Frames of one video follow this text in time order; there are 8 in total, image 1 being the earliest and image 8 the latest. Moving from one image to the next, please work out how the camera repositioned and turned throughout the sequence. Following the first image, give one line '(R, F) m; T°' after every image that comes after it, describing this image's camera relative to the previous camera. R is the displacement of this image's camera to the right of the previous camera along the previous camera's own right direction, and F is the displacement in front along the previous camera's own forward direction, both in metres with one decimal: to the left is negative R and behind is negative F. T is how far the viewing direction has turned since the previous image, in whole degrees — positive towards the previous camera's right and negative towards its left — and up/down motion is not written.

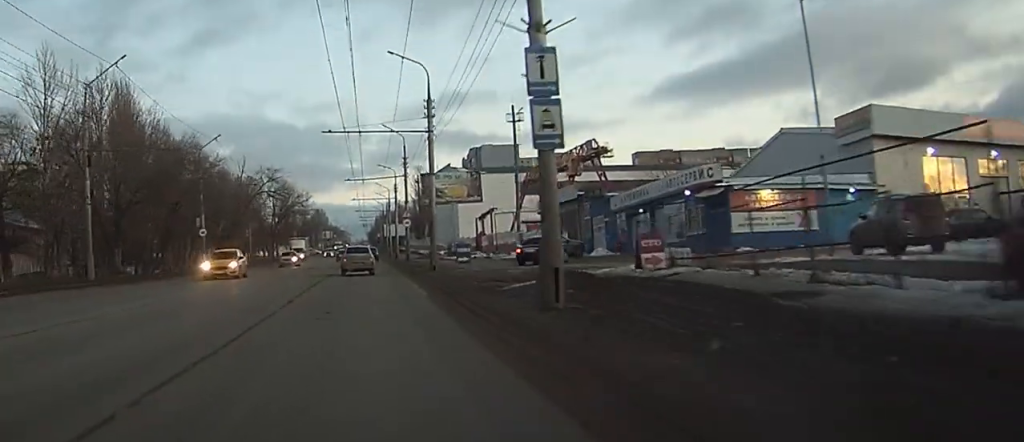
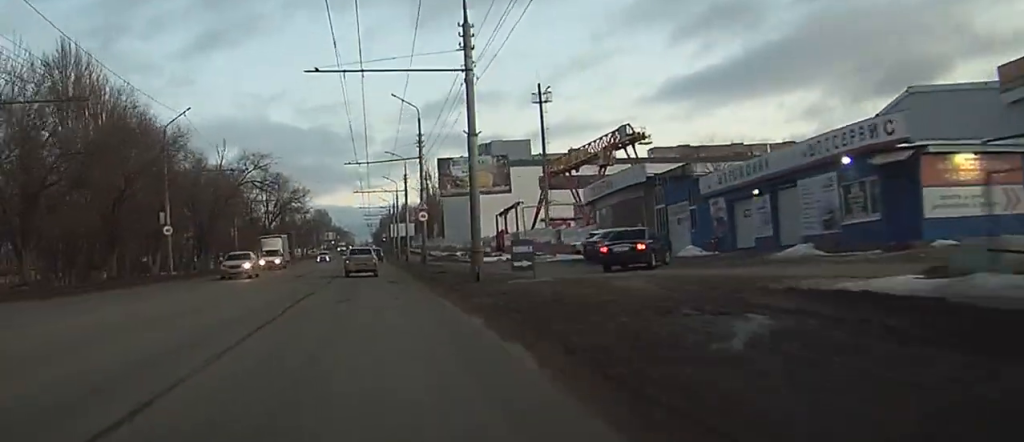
(-0.1, +15.7) m; -1°
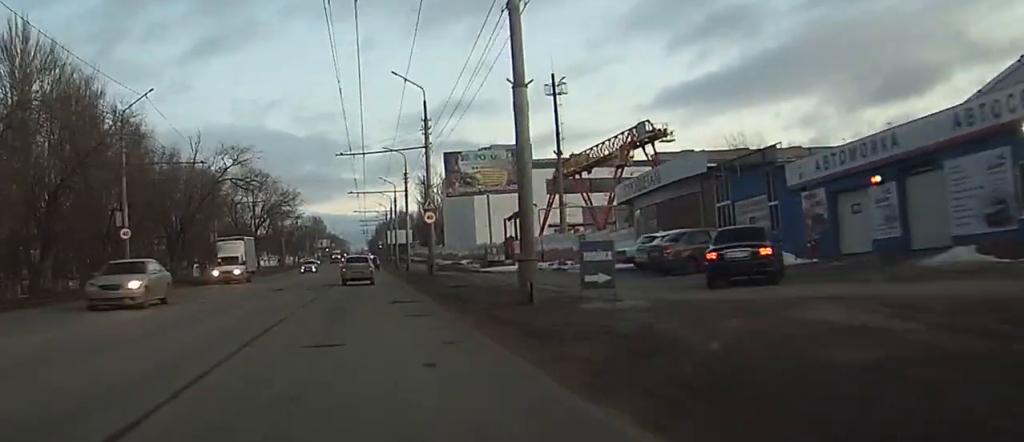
(0.0, +10.0) m; -1°
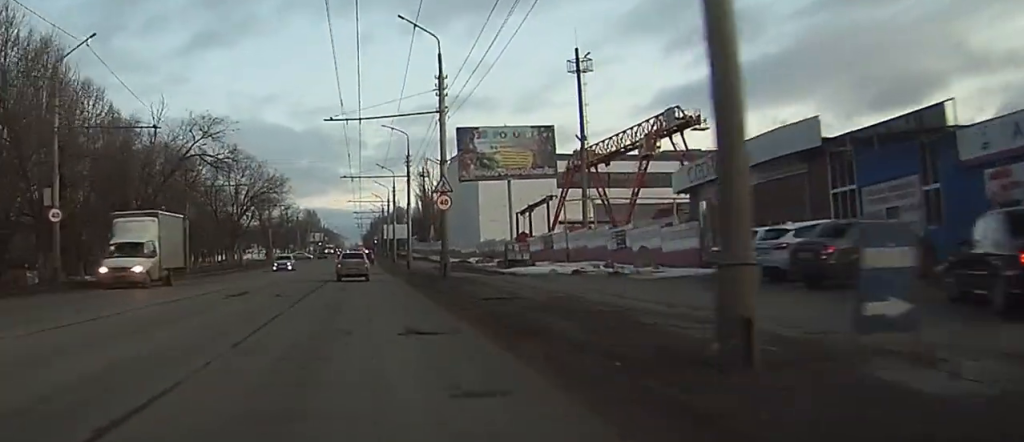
(-0.1, +11.3) m; 0°
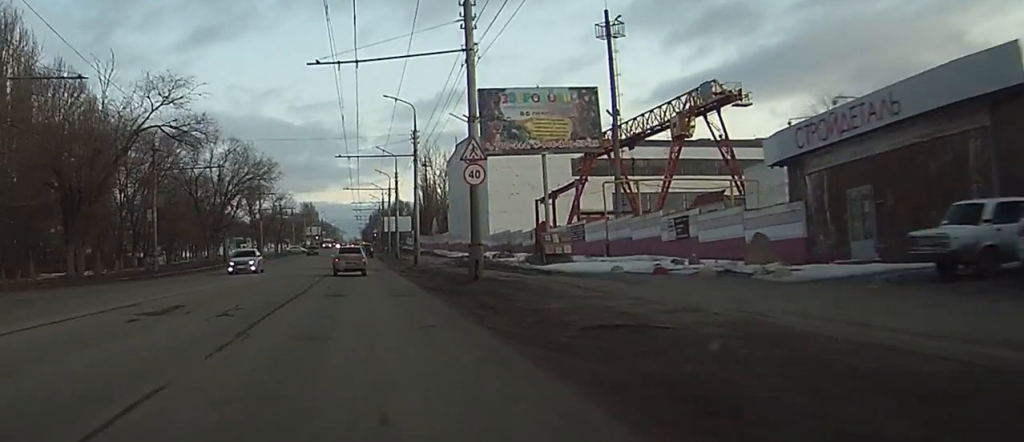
(0.0, +10.7) m; 0°
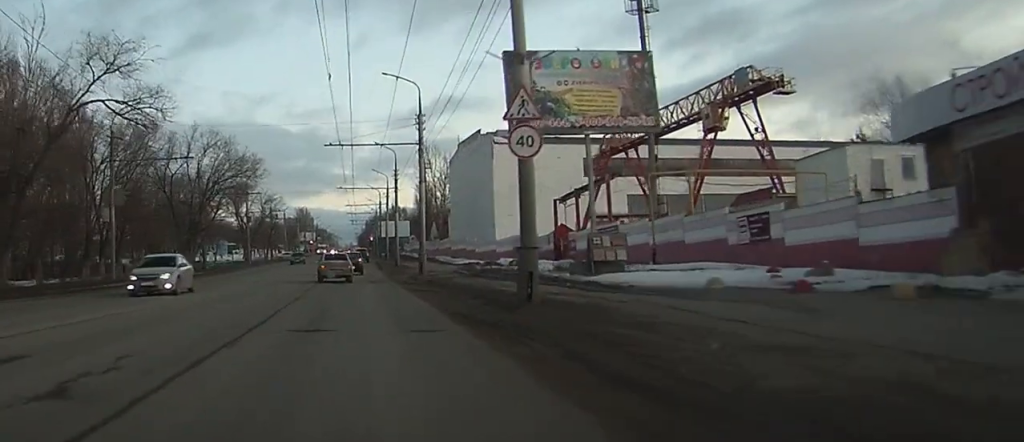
(0.0, +9.3) m; 0°
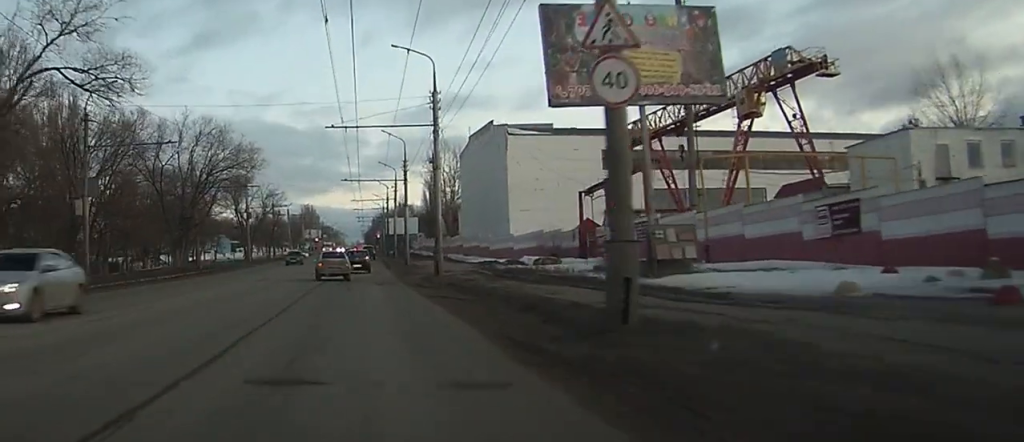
(0.0, +6.2) m; 0°
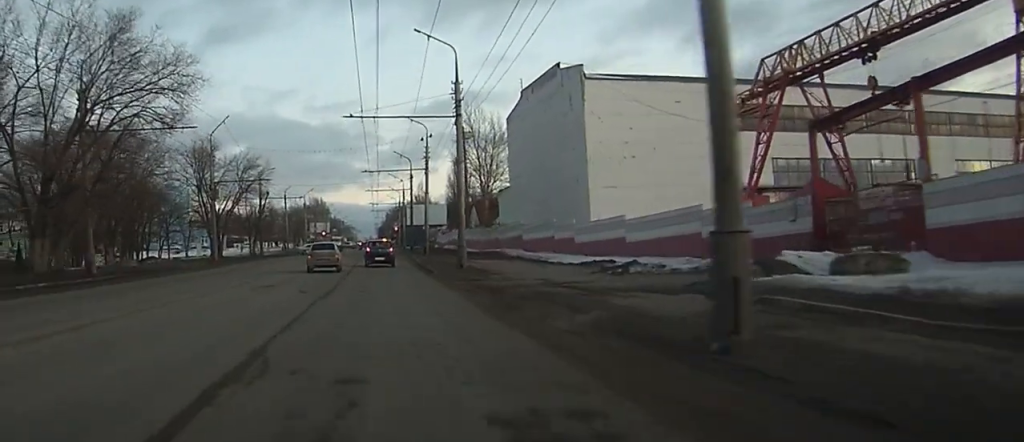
(-0.1, +32.3) m; 0°
